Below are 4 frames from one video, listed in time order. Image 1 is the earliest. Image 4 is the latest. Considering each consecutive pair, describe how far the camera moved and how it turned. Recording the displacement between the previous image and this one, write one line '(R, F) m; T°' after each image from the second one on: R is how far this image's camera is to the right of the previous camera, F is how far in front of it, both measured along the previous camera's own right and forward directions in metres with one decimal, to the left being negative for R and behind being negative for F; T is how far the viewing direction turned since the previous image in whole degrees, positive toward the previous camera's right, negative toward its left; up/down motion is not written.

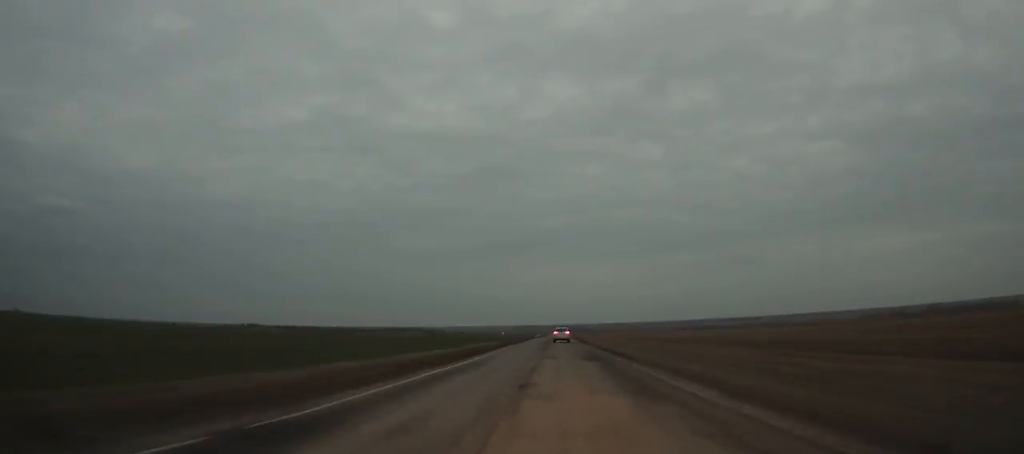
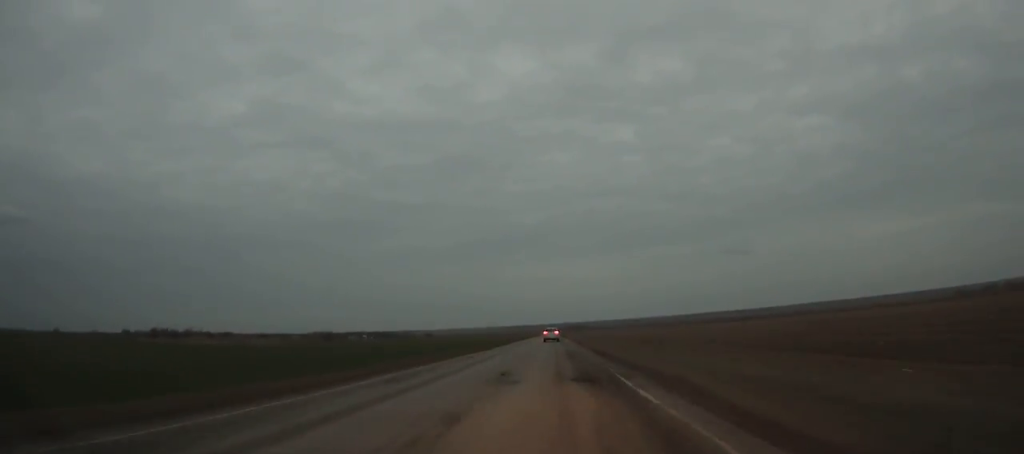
(+0.6, +287.3) m; 0°
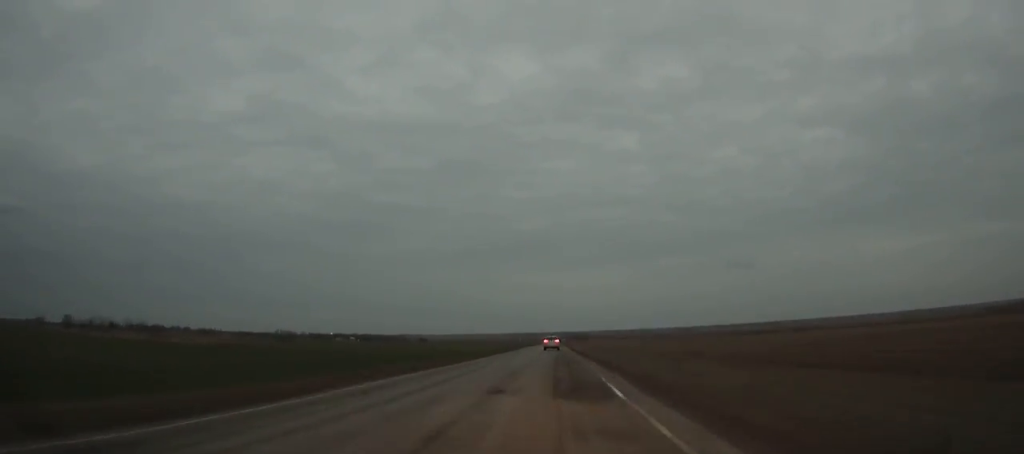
(-0.1, +58.3) m; 0°
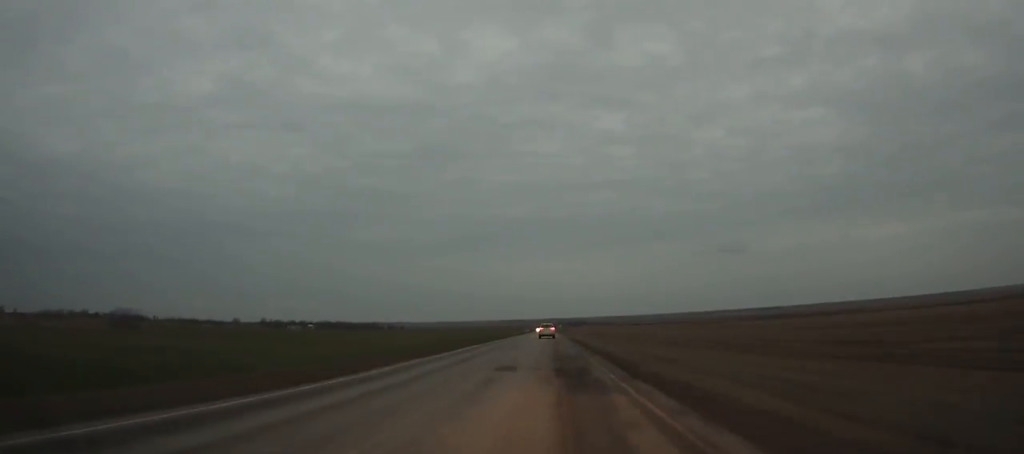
(+0.2, +114.0) m; 0°
